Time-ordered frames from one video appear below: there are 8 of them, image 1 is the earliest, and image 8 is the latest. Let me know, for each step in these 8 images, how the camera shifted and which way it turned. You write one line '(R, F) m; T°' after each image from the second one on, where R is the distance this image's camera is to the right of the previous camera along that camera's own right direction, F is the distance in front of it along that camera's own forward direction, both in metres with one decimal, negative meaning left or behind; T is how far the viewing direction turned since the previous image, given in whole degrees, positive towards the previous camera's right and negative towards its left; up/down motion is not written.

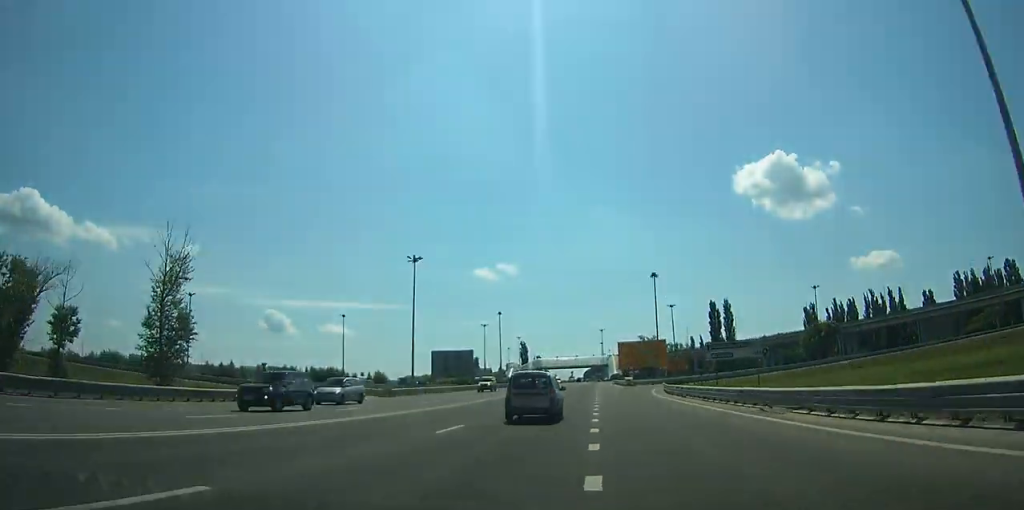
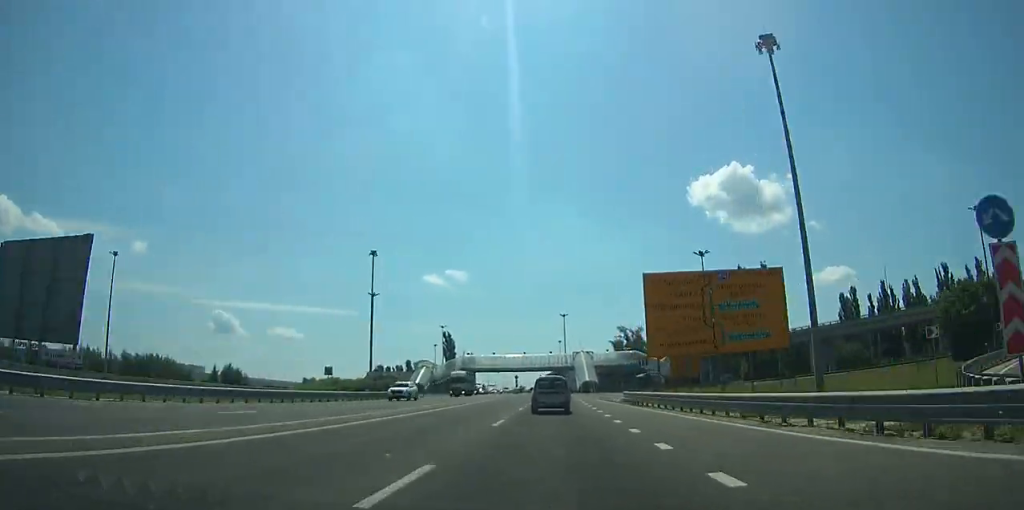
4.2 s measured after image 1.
(+2.7, +82.3) m; +3°
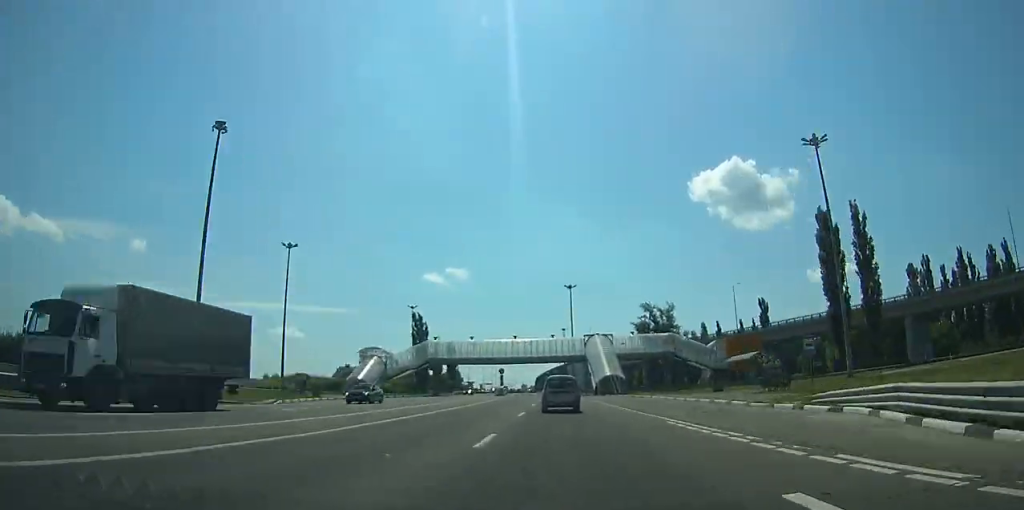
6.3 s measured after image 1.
(+0.2, +42.6) m; 0°
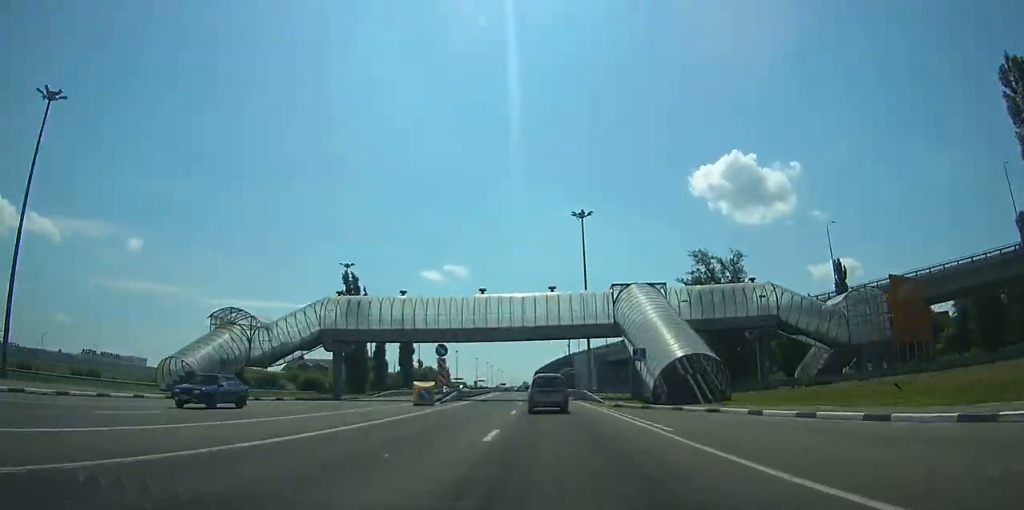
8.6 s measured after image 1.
(-0.2, +46.3) m; -1°
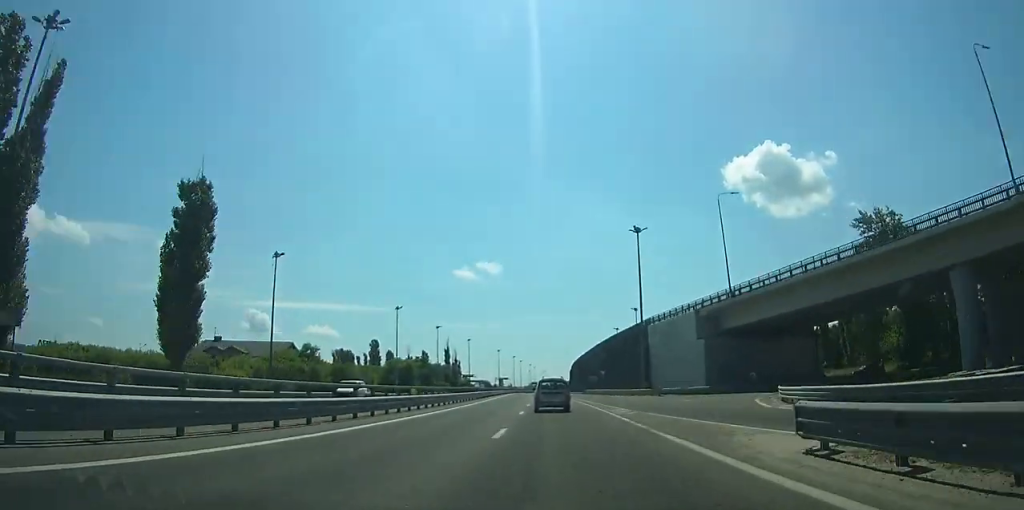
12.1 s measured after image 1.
(-1.5, +70.2) m; -3°
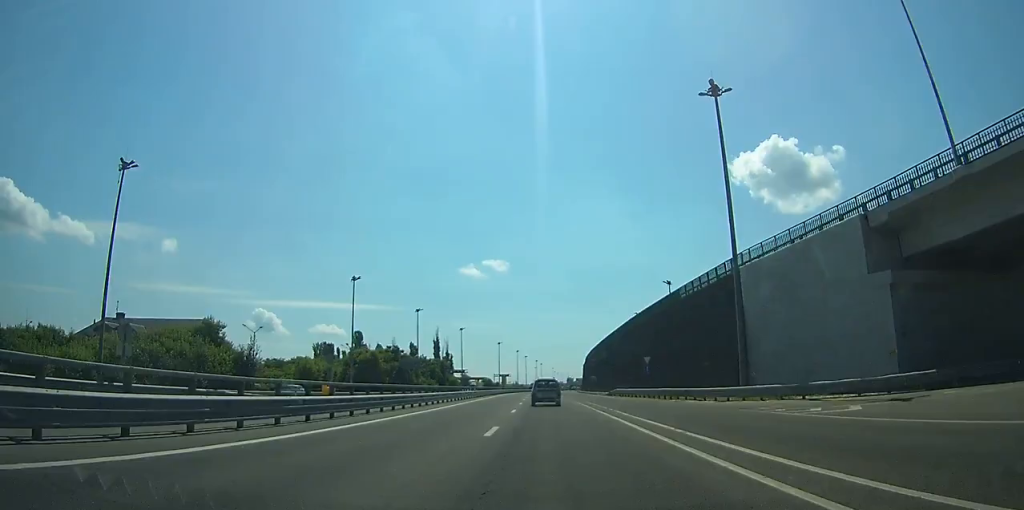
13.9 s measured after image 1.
(-0.4, +37.0) m; -1°
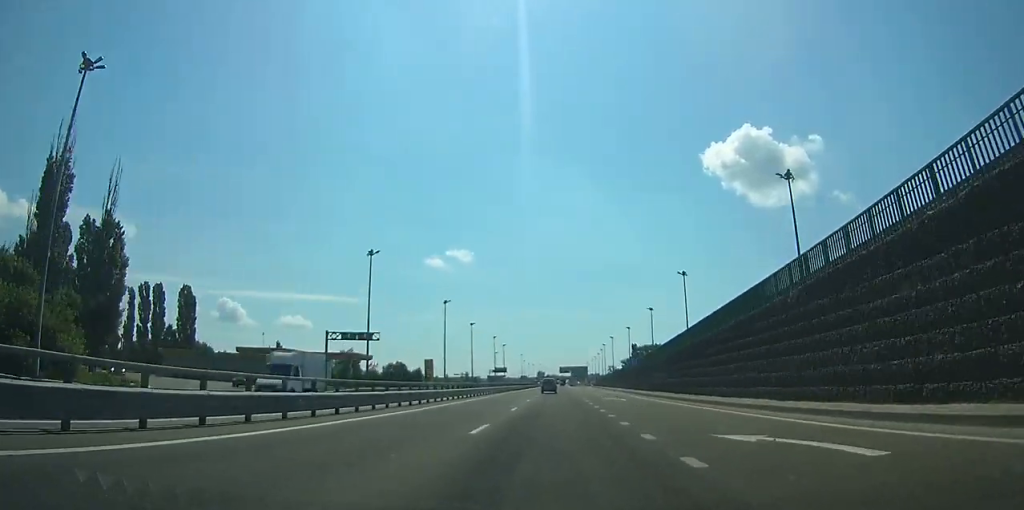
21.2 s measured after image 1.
(+2.6, +162.9) m; +3°
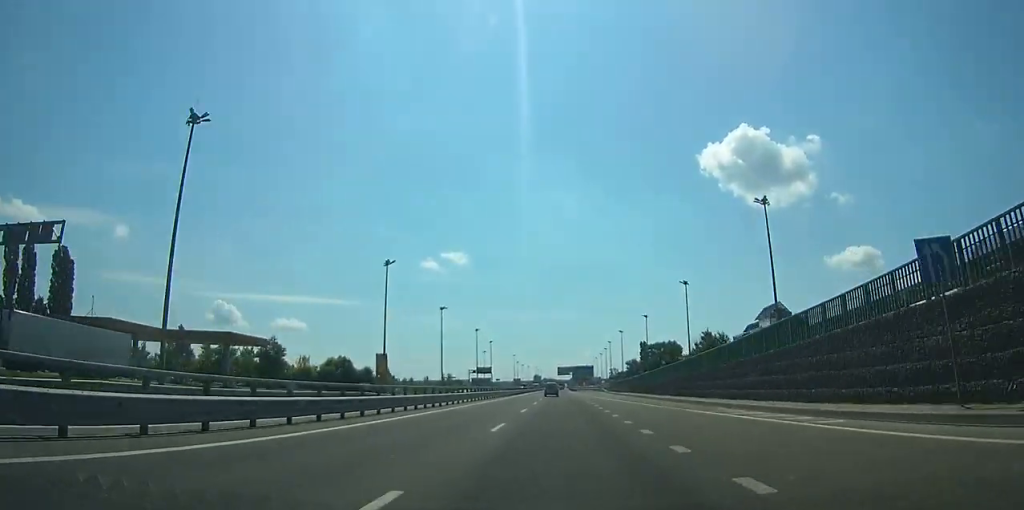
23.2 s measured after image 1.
(+0.5, +45.8) m; +1°
